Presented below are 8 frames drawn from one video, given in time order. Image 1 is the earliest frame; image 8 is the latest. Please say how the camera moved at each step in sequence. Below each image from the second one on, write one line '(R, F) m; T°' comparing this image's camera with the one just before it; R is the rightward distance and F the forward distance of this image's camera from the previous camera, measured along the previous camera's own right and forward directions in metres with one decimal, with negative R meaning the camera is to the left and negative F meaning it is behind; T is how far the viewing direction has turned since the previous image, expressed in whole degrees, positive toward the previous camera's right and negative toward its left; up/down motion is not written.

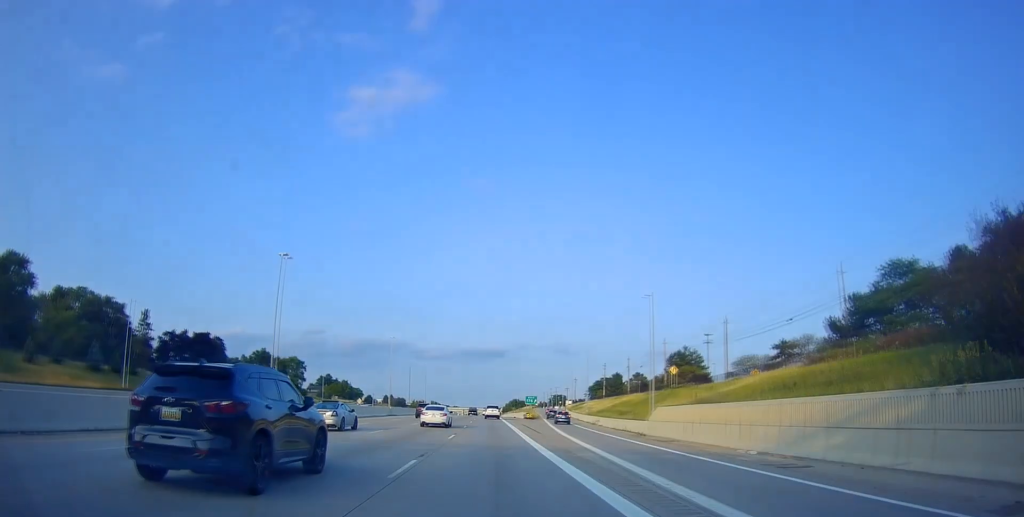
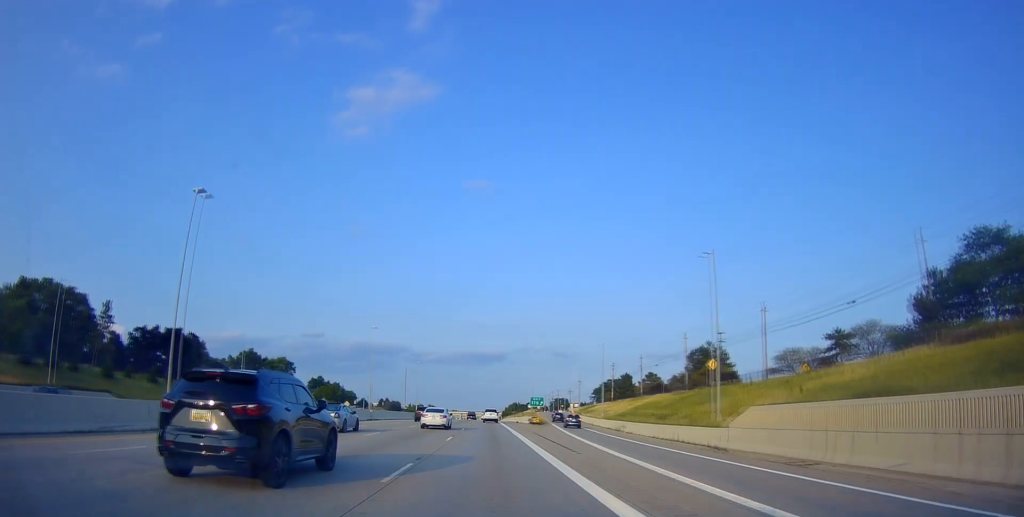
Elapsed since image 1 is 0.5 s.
(+0.5, +15.7) m; 0°
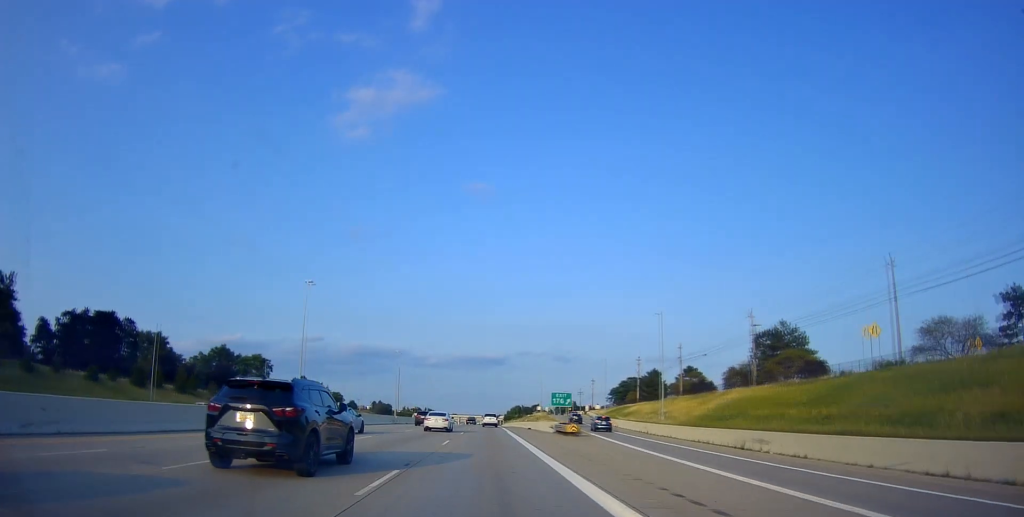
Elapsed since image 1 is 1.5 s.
(-0.4, +32.2) m; -1°
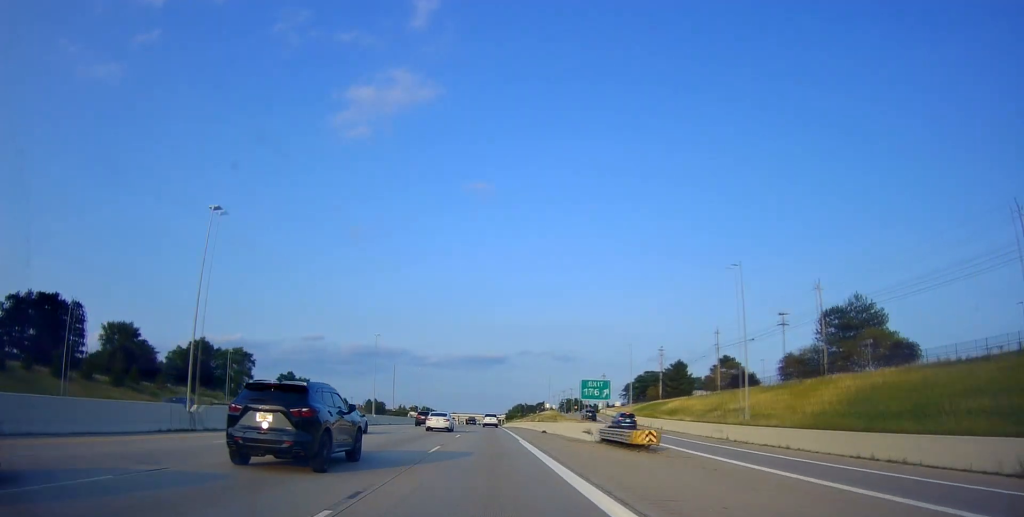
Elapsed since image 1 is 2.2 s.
(0.0, +20.8) m; 0°
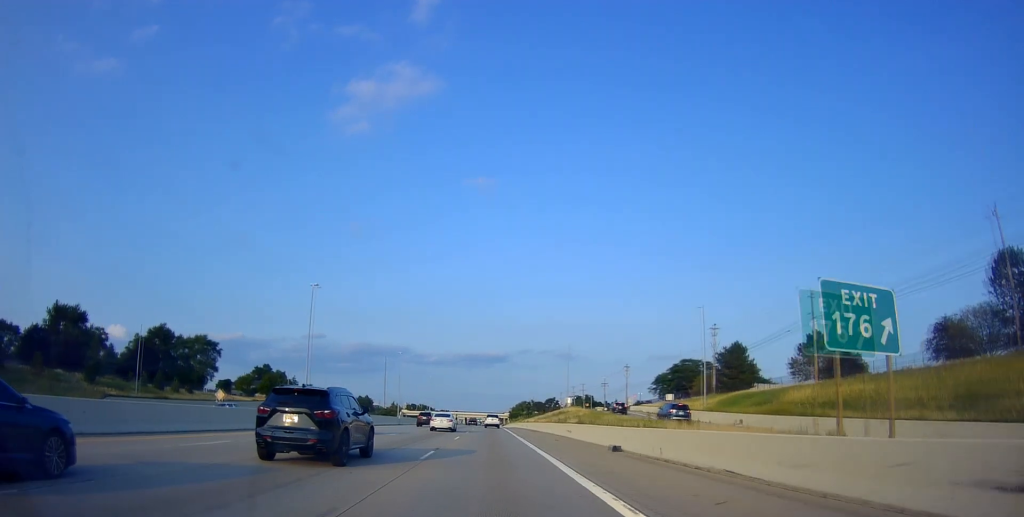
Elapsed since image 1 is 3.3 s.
(+0.4, +33.2) m; +1°
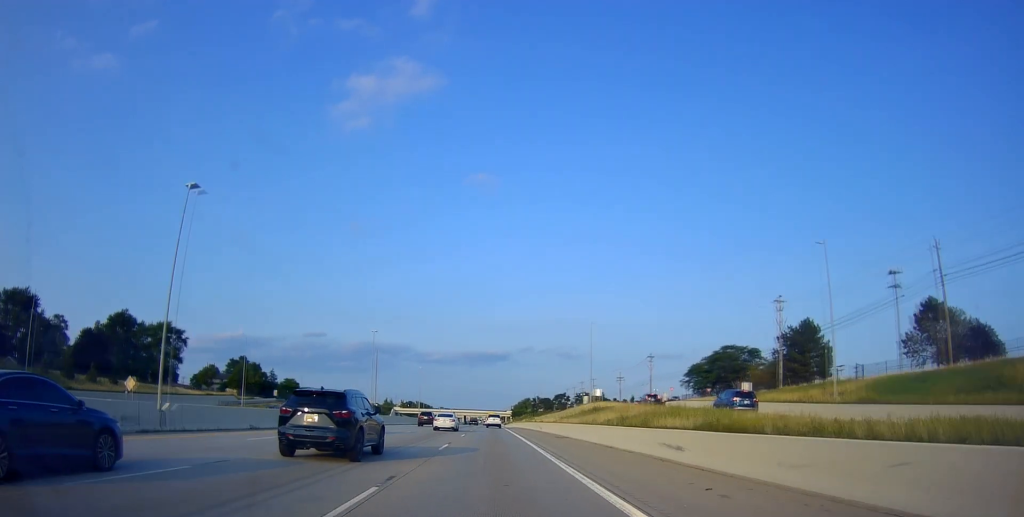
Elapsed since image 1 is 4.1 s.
(+0.1, +25.9) m; +1°
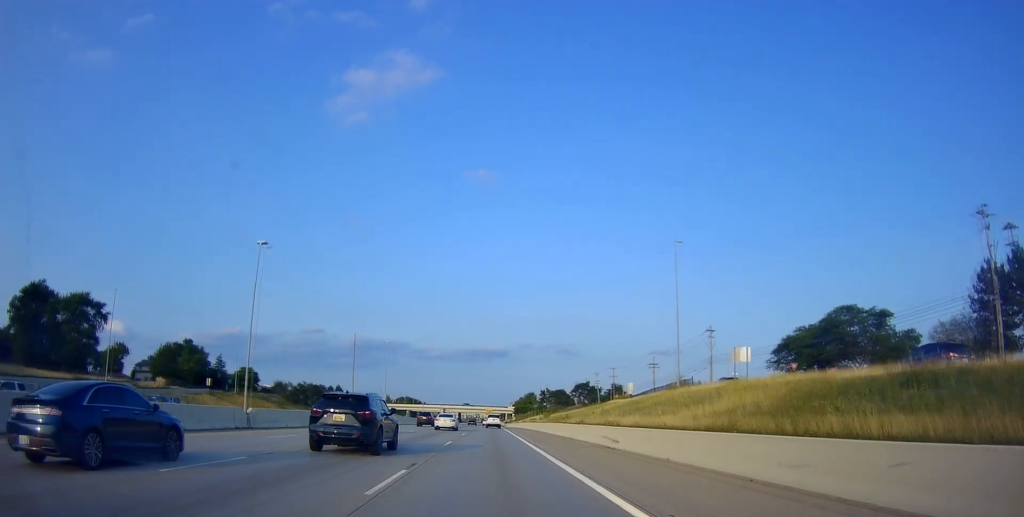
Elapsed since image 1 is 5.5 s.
(0.0, +43.1) m; -1°
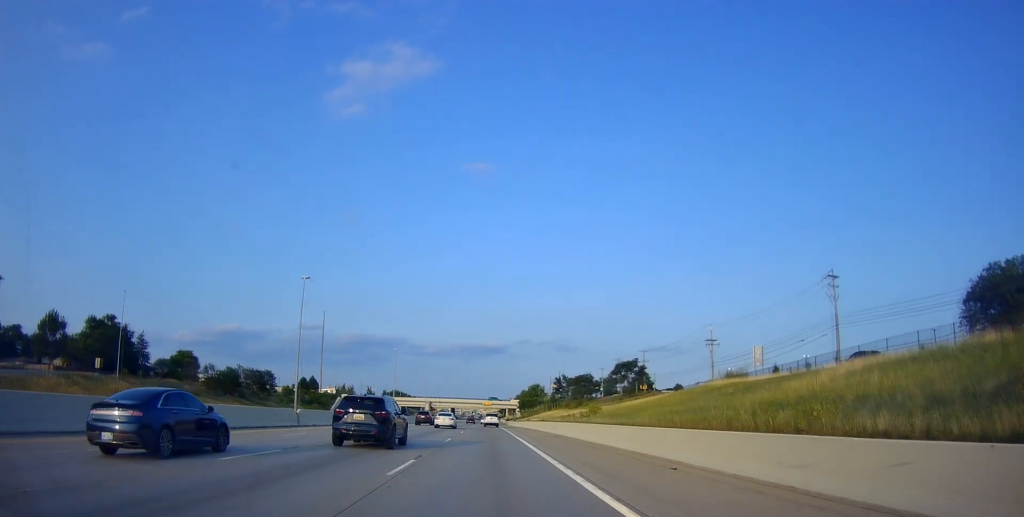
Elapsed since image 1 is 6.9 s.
(-0.8, +43.0) m; -1°
